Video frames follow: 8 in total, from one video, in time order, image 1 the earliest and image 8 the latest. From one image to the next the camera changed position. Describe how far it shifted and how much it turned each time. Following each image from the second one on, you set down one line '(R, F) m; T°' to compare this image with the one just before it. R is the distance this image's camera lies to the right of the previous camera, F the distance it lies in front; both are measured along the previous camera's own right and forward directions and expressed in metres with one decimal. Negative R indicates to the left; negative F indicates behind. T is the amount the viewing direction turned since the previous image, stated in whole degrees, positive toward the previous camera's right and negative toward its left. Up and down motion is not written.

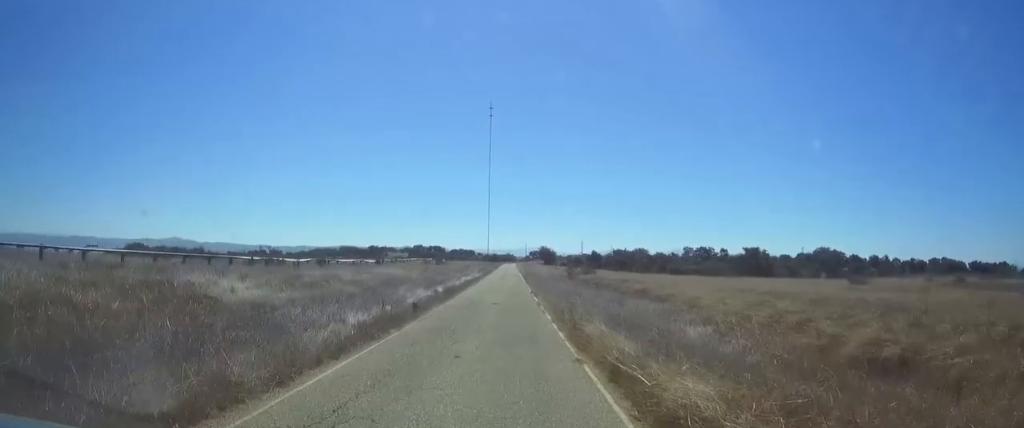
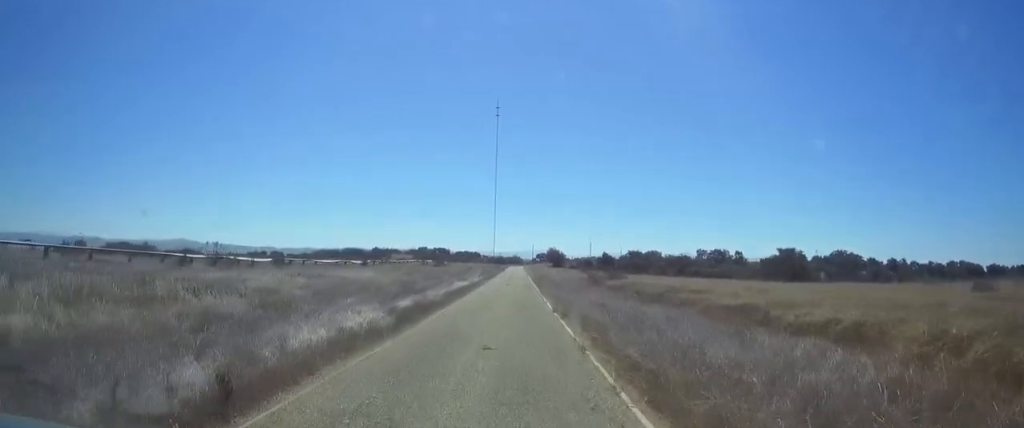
(0.0, +13.0) m; 0°
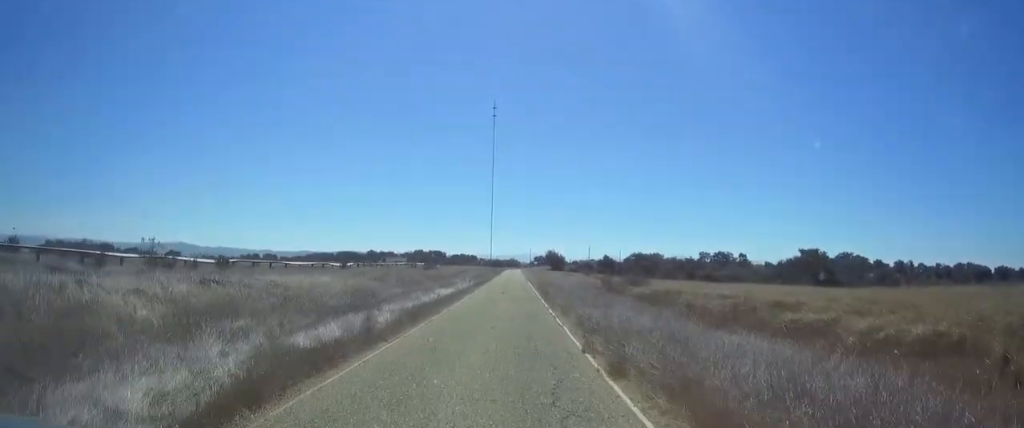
(0.0, +9.2) m; 0°
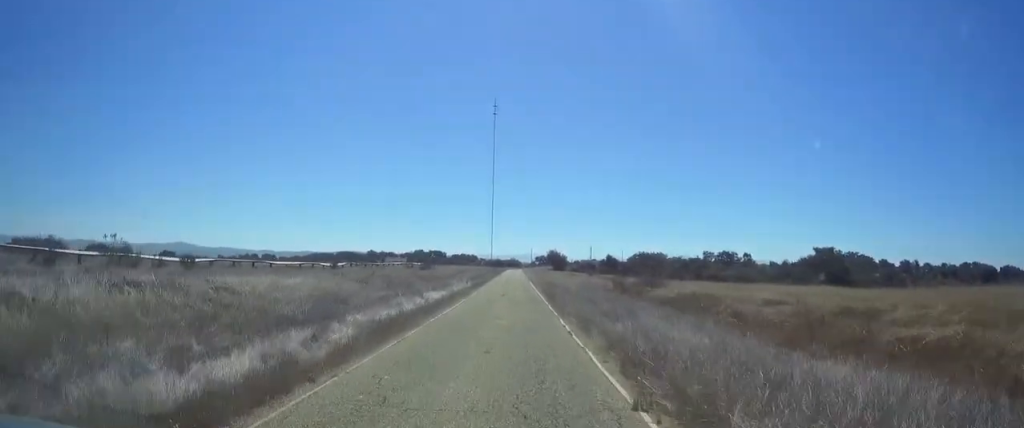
(0.0, +4.5) m; 0°
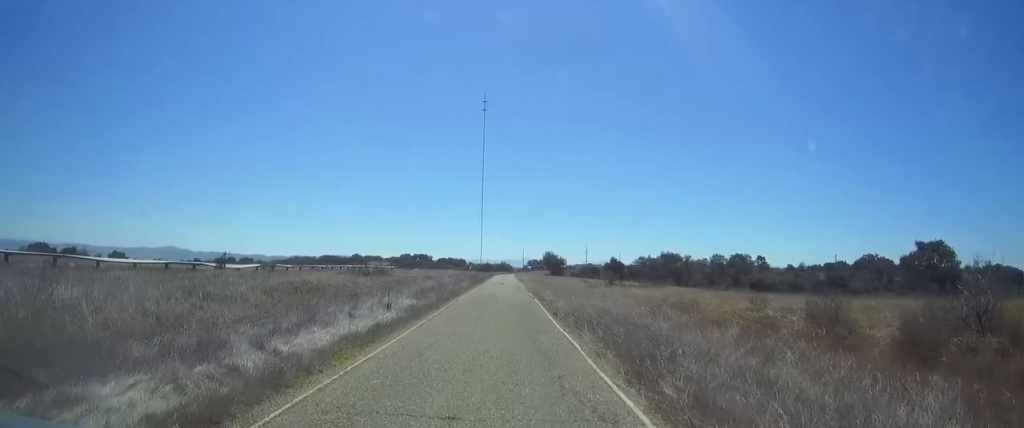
(-0.4, +28.0) m; -1°
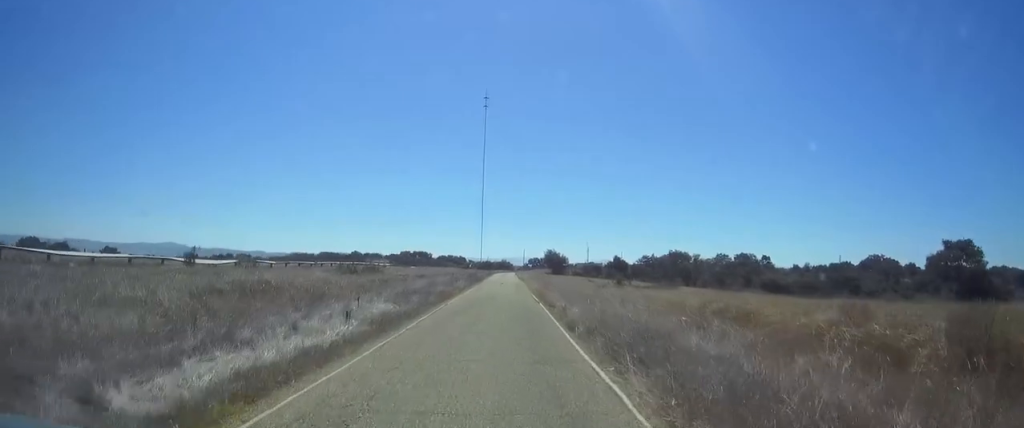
(0.0, +5.0) m; 0°
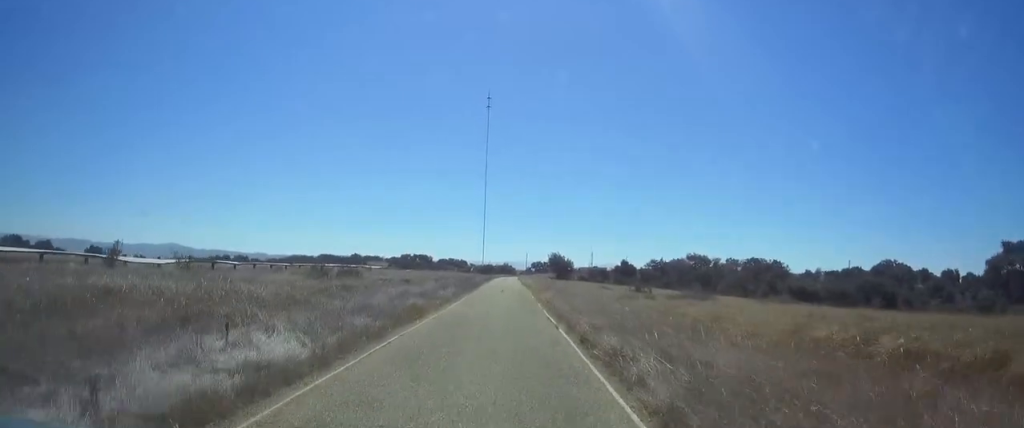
(0.0, +9.5) m; +1°
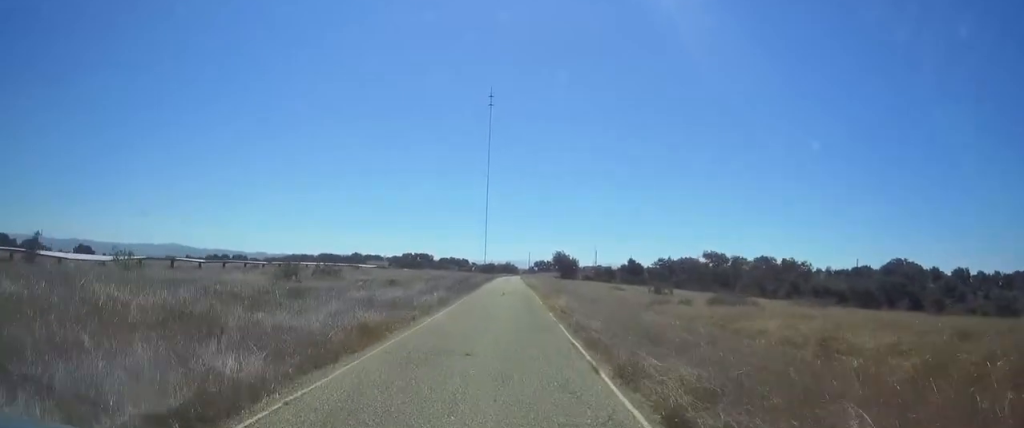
(+0.1, +7.0) m; +1°
